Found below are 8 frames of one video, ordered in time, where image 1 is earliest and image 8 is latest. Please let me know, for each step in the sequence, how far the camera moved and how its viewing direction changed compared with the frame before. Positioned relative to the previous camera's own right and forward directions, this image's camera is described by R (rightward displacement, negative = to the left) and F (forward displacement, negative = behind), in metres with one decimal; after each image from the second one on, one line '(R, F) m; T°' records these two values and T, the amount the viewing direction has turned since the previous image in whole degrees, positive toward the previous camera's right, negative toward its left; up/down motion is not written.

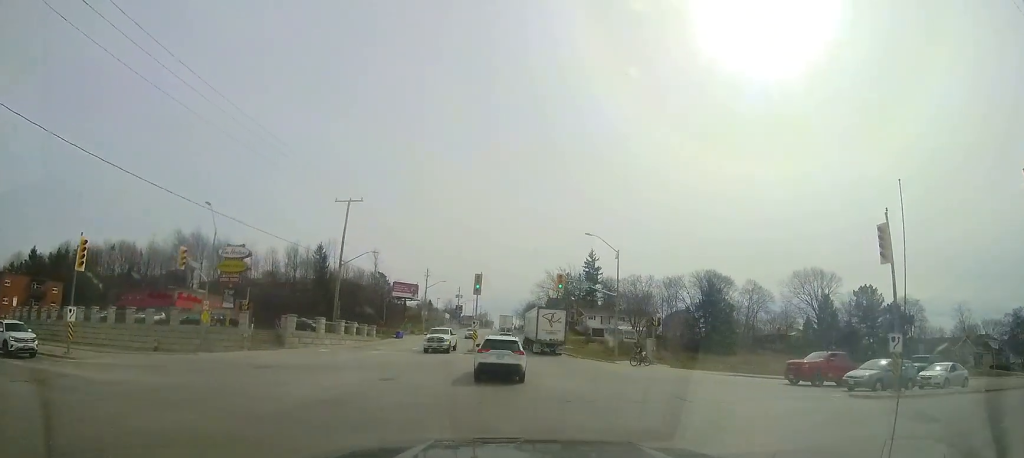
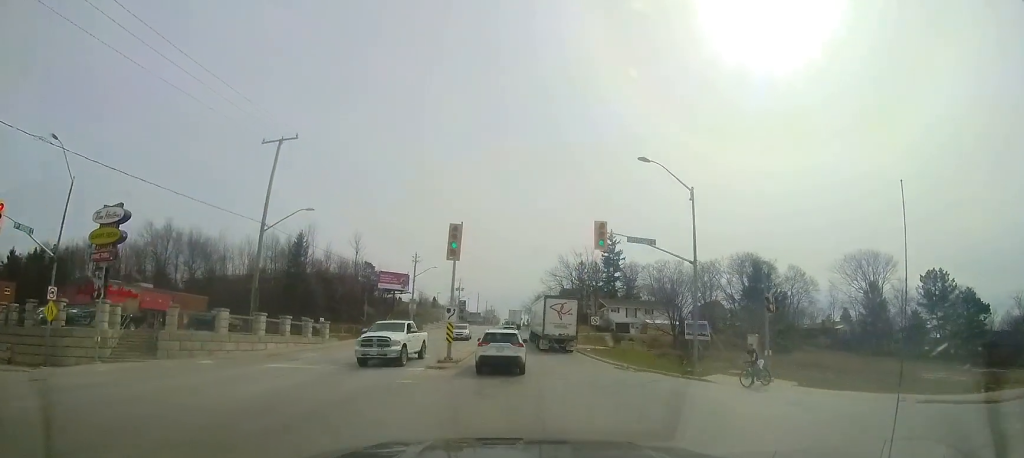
(+0.2, +13.2) m; -1°
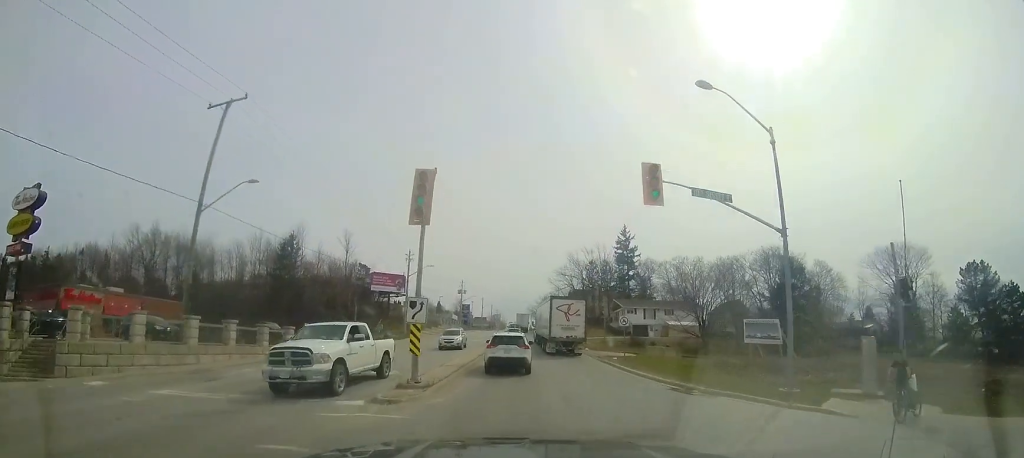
(-0.3, +6.7) m; -2°
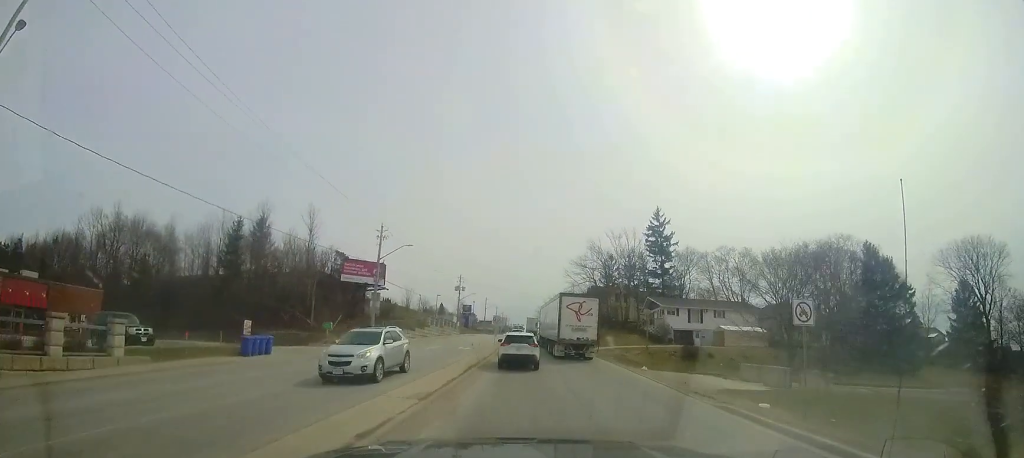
(0.0, +14.5) m; 0°
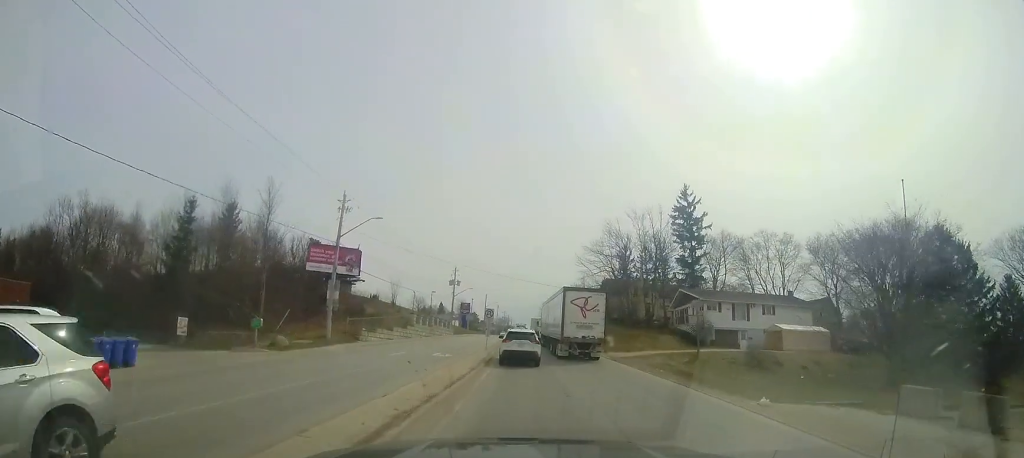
(0.0, +9.7) m; 0°
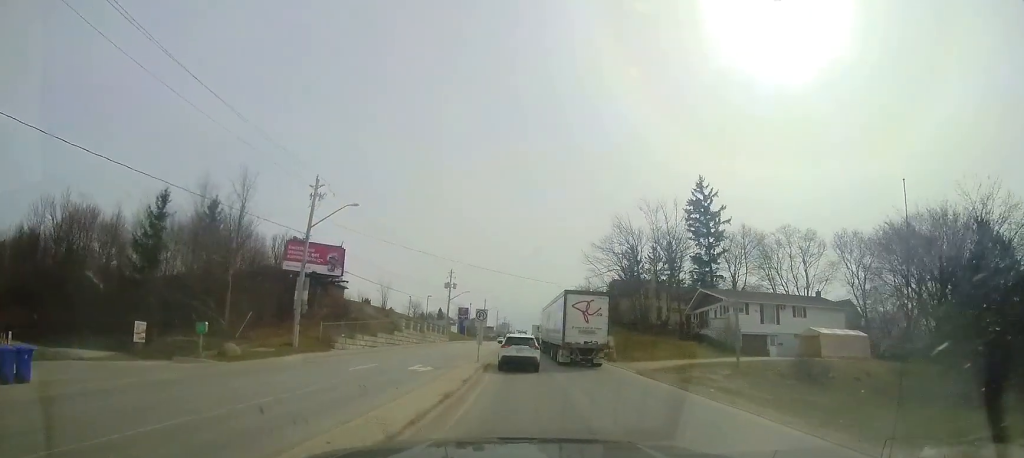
(+0.1, +4.7) m; -1°
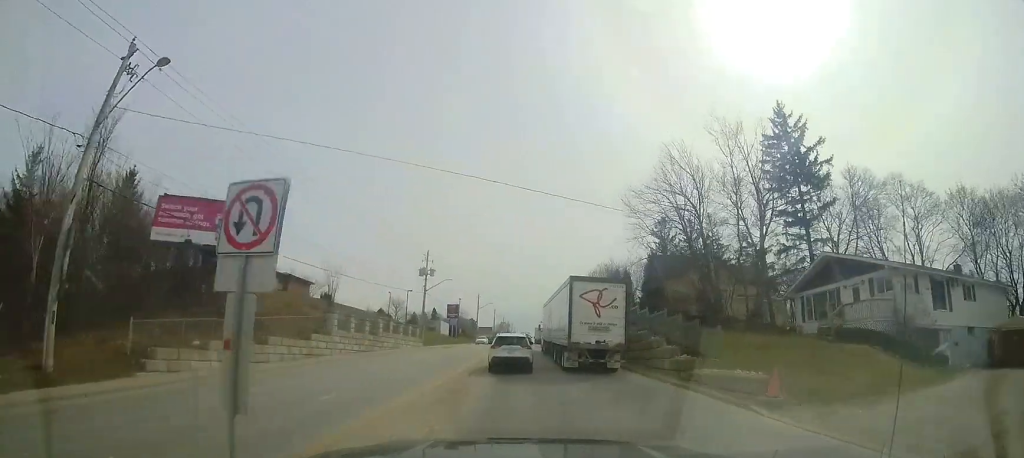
(-0.4, +16.2) m; -3°
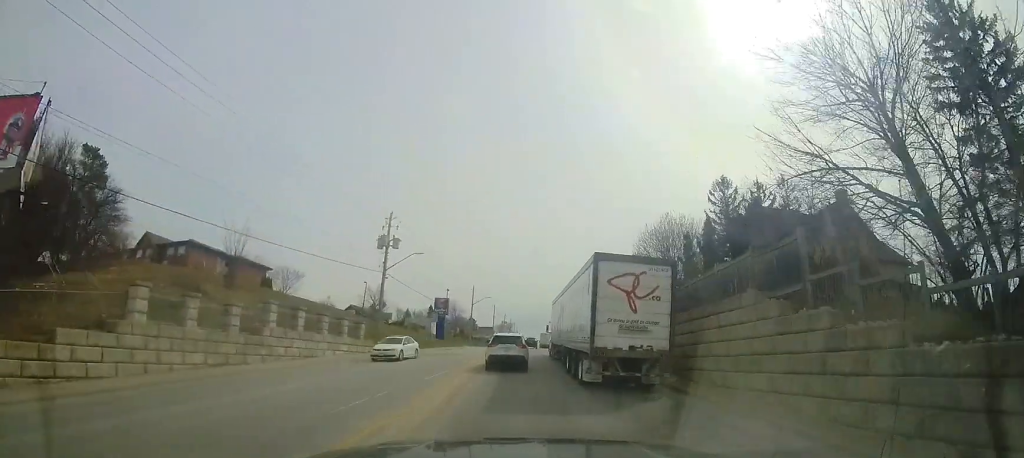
(-0.4, +16.7) m; -2°
